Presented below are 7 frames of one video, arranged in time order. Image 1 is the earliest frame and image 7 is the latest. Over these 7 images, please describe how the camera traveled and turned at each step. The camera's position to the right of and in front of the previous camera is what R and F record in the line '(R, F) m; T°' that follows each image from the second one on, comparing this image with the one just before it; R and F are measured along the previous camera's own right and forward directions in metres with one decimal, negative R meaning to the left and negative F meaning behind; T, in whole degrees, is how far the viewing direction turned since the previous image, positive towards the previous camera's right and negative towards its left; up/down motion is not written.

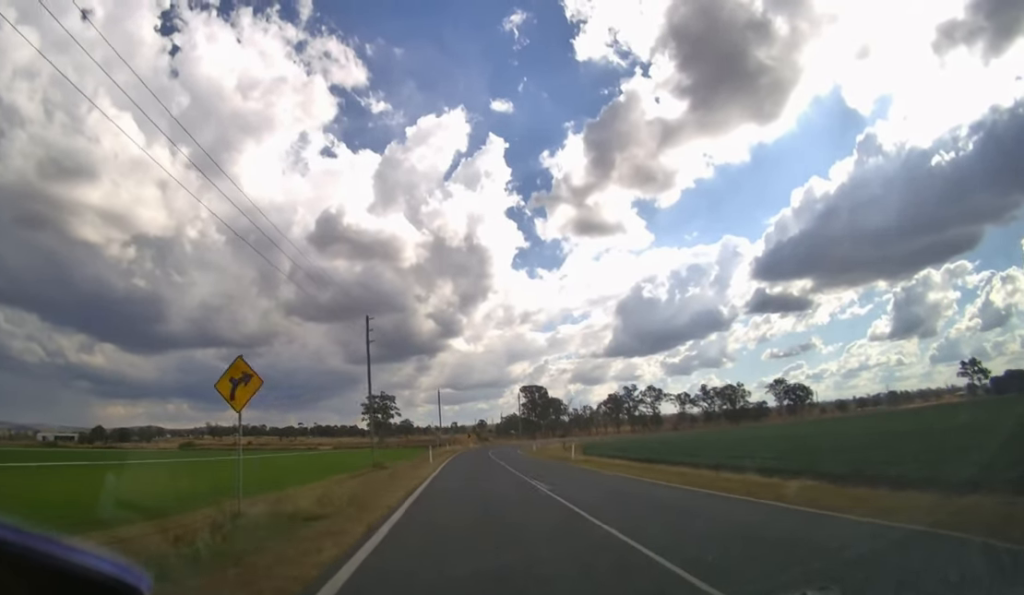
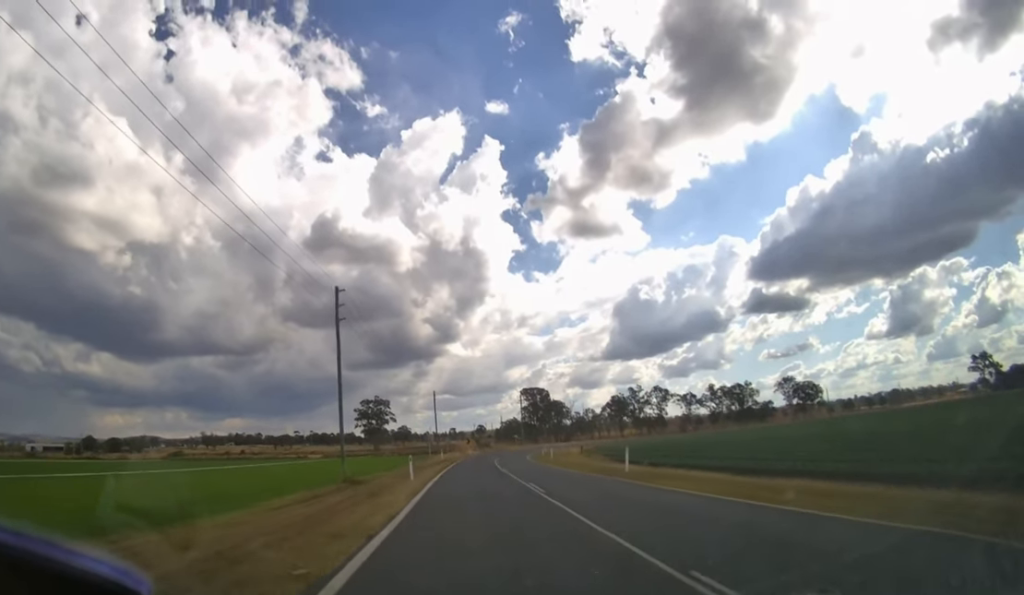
(0.0, +11.4) m; 0°
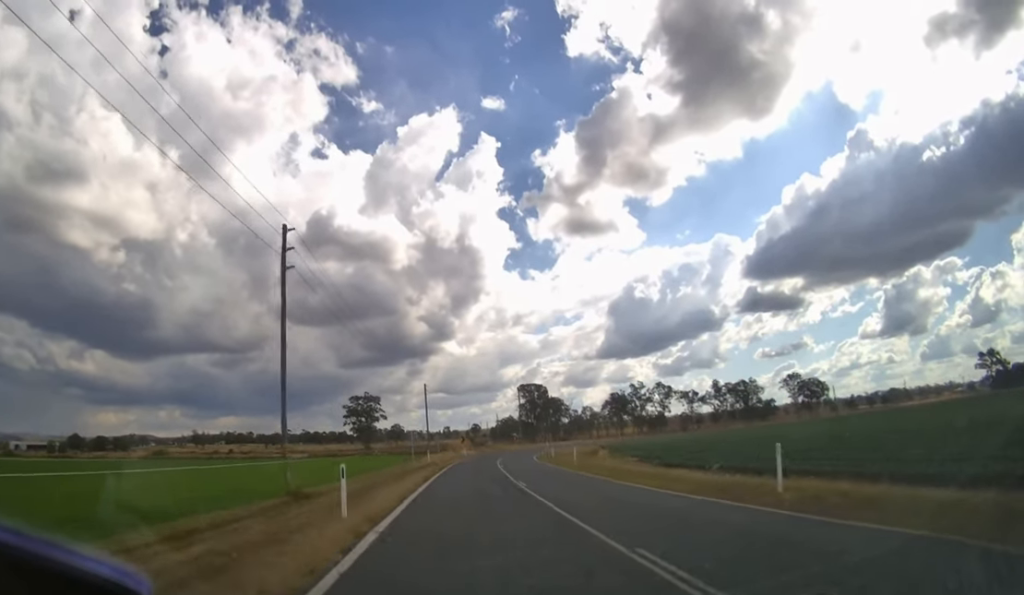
(0.0, +10.3) m; 0°
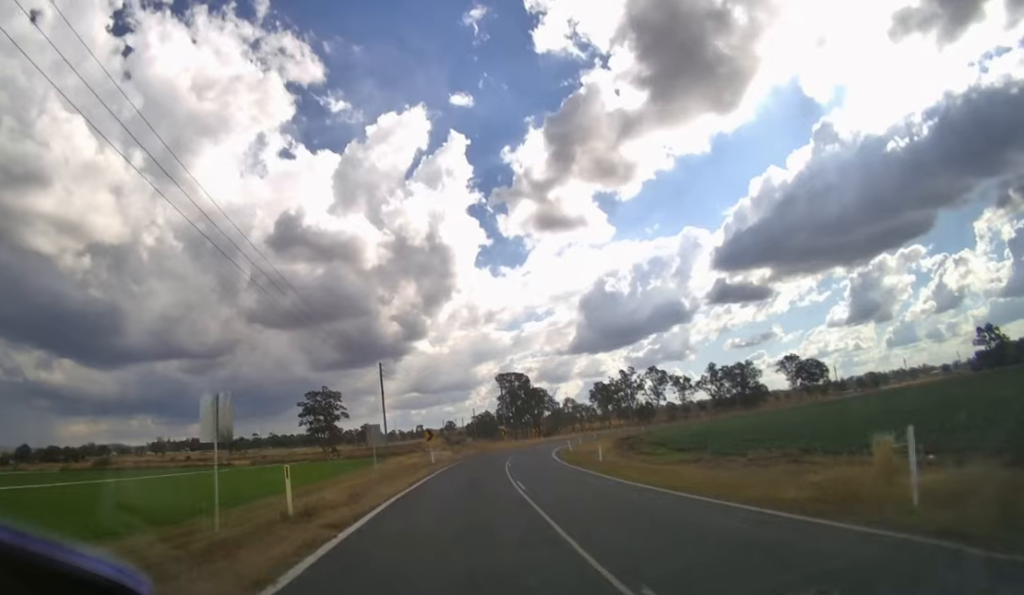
(+0.4, +23.3) m; +2°
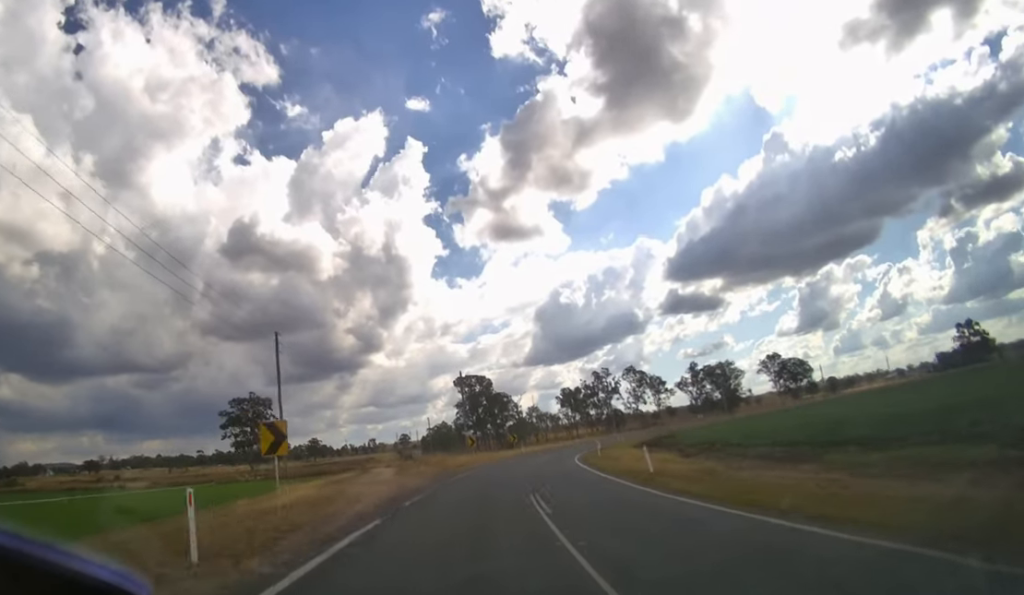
(+0.7, +23.3) m; +4°
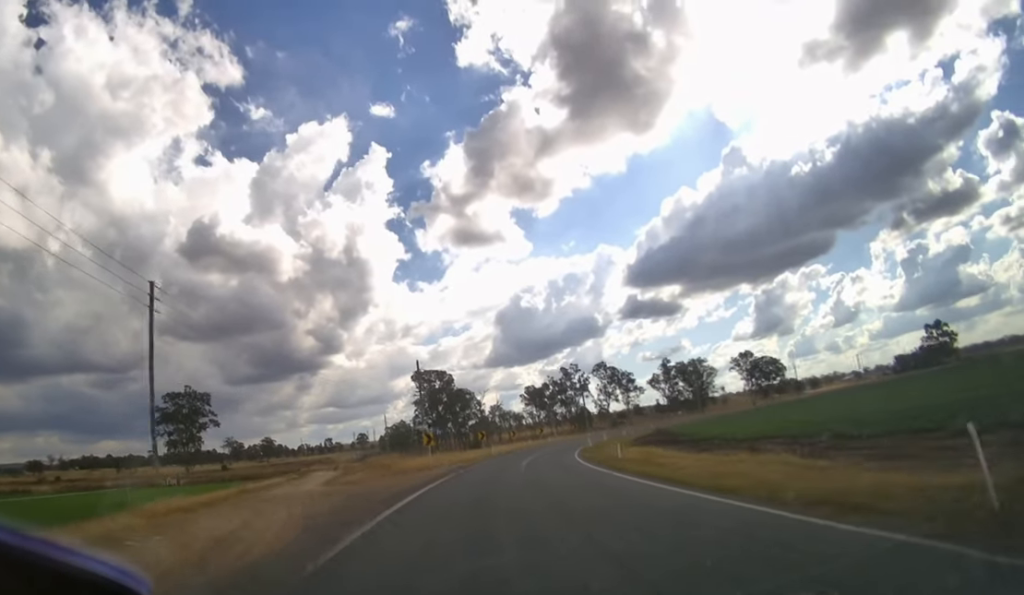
(+0.3, +12.4) m; +3°
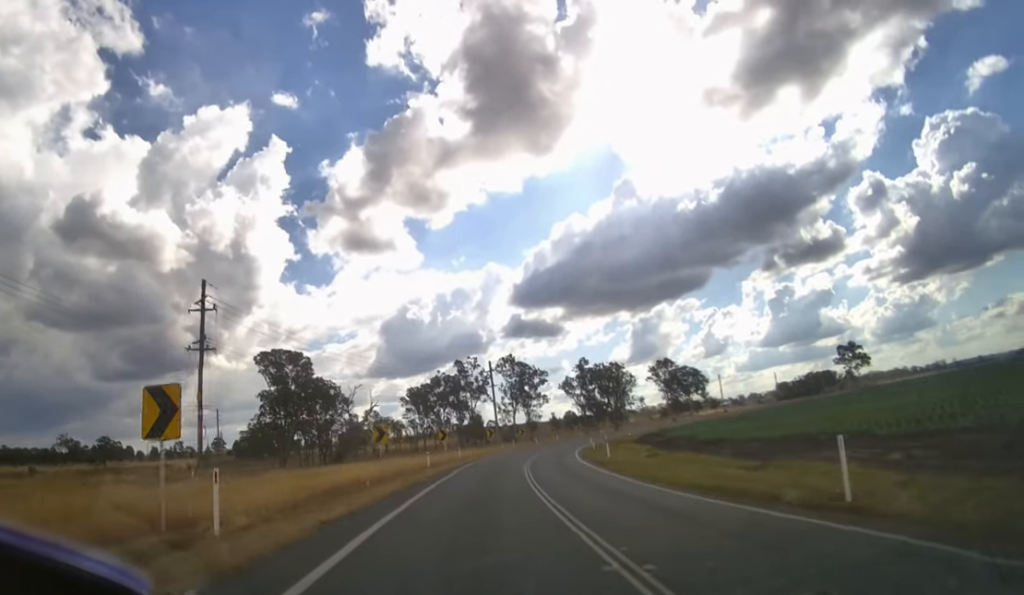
(+4.2, +41.9) m; +13°
